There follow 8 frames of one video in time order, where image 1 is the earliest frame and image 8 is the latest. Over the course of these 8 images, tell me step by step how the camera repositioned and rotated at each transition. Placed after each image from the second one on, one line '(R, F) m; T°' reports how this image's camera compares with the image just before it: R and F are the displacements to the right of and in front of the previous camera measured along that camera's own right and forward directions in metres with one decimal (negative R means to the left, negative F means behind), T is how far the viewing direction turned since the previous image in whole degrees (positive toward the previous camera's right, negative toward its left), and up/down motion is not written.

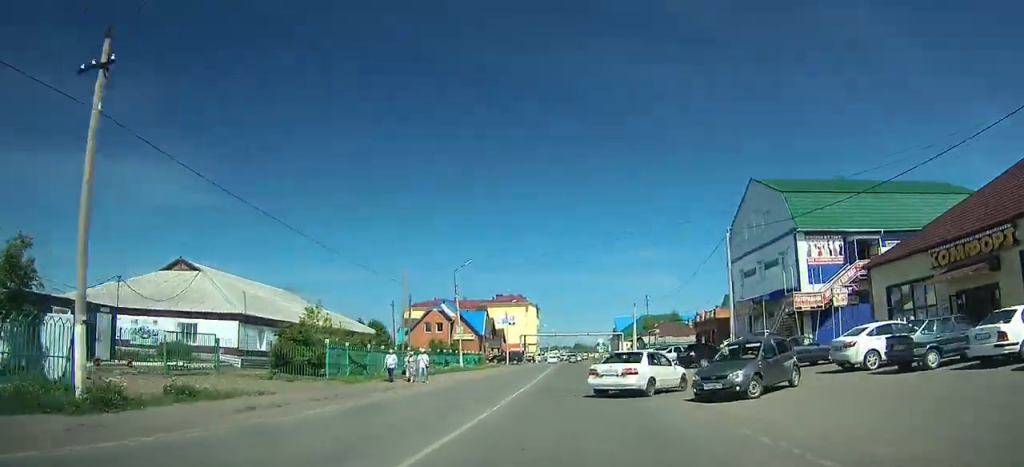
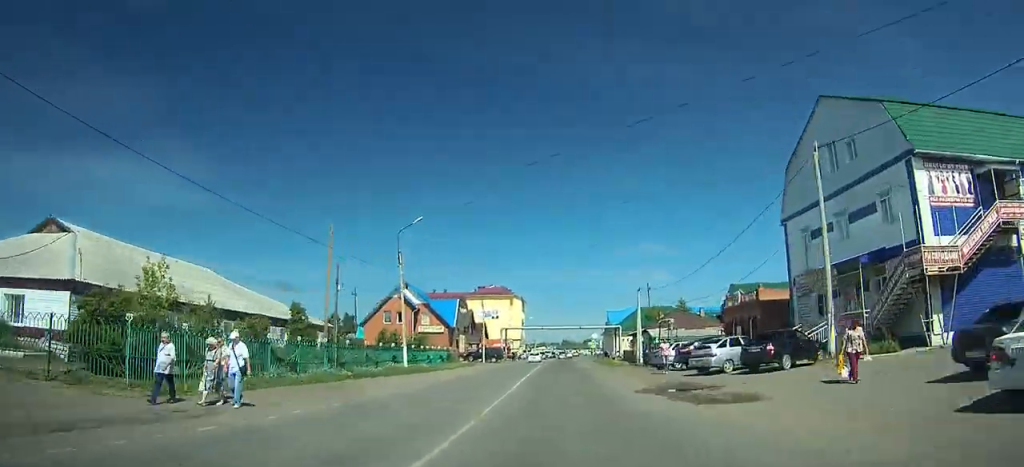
(-0.1, +16.0) m; 0°
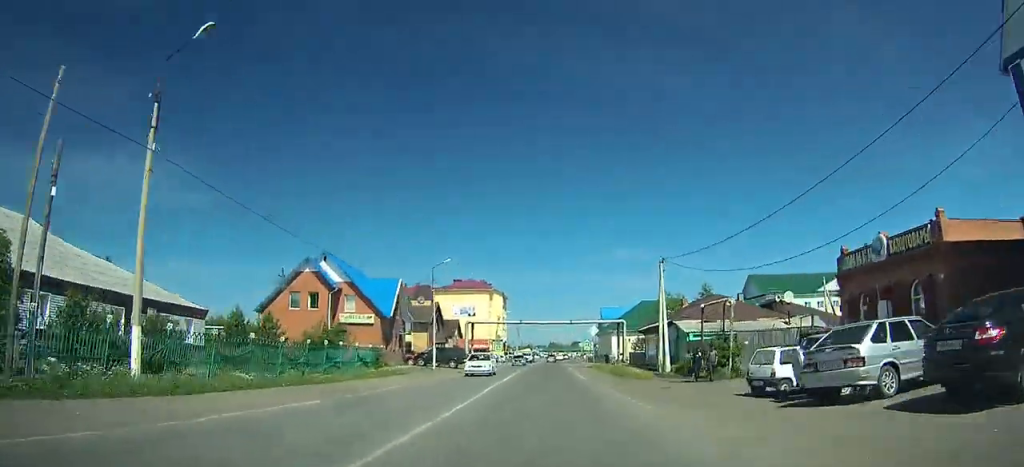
(+0.2, +21.3) m; 0°
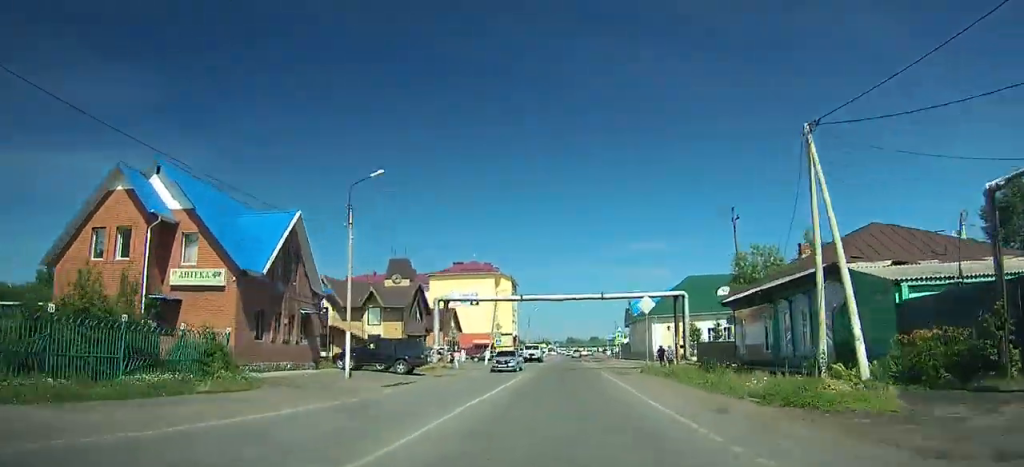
(-0.2, +22.1) m; 0°
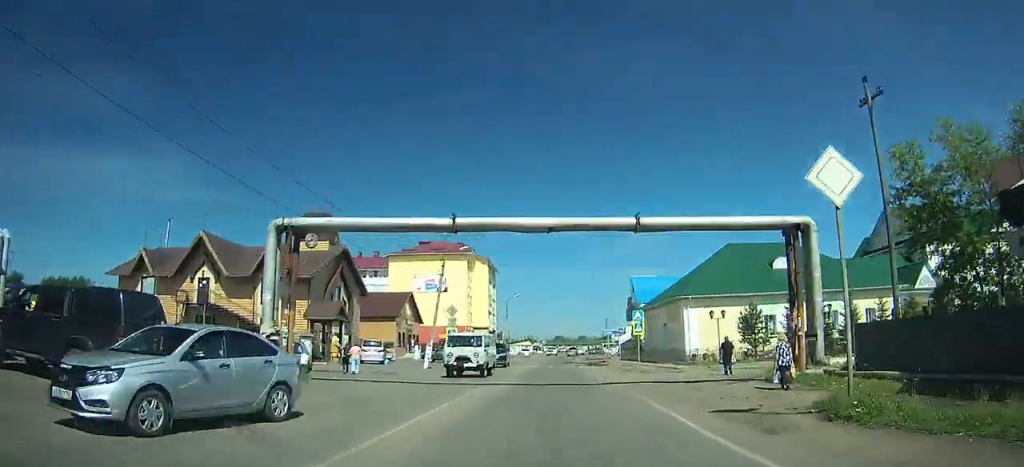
(0.0, +20.6) m; 0°
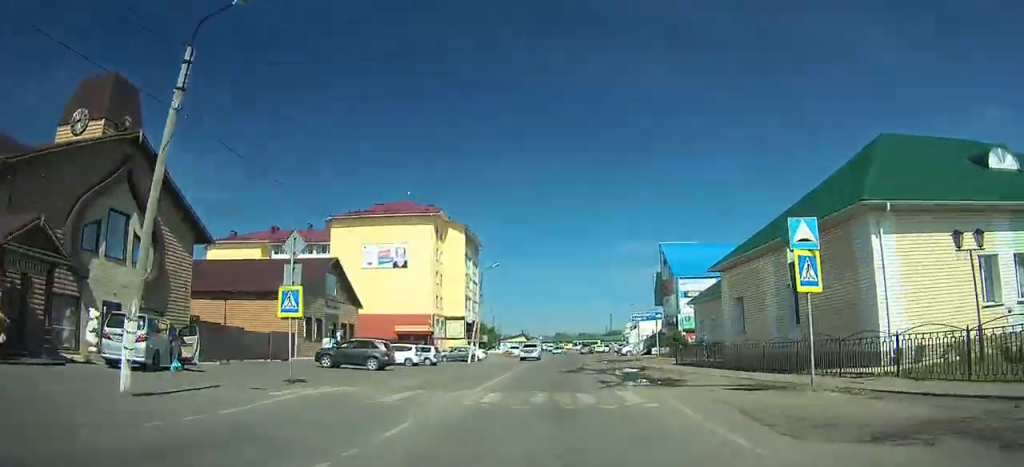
(+0.2, +27.3) m; +1°
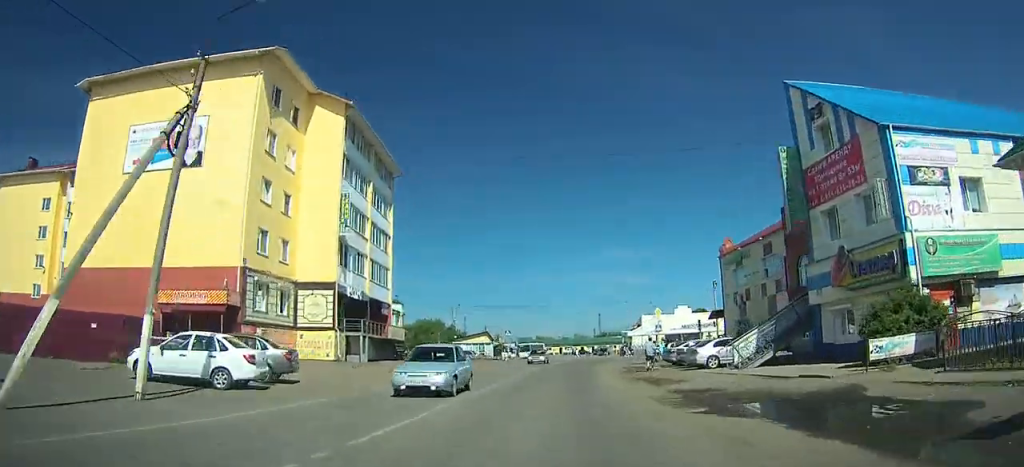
(+0.6, +48.9) m; +2°
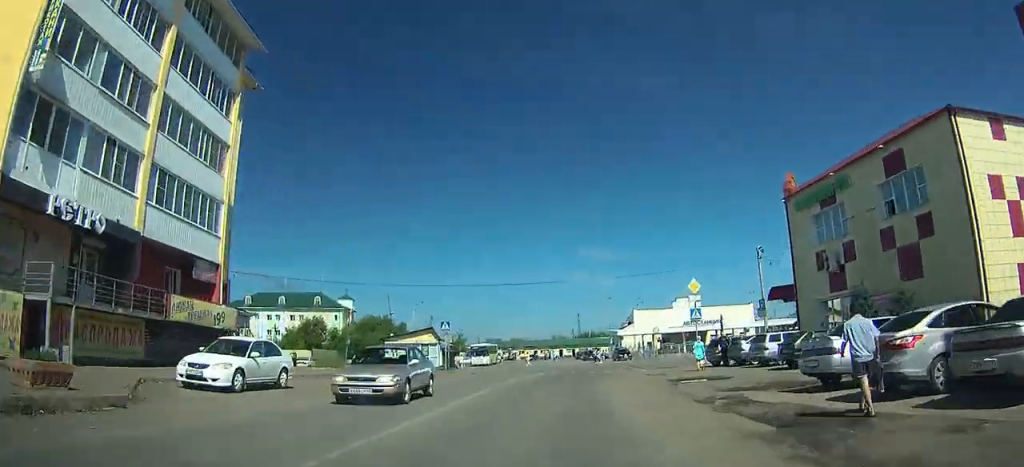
(+0.4, +21.1) m; +4°
